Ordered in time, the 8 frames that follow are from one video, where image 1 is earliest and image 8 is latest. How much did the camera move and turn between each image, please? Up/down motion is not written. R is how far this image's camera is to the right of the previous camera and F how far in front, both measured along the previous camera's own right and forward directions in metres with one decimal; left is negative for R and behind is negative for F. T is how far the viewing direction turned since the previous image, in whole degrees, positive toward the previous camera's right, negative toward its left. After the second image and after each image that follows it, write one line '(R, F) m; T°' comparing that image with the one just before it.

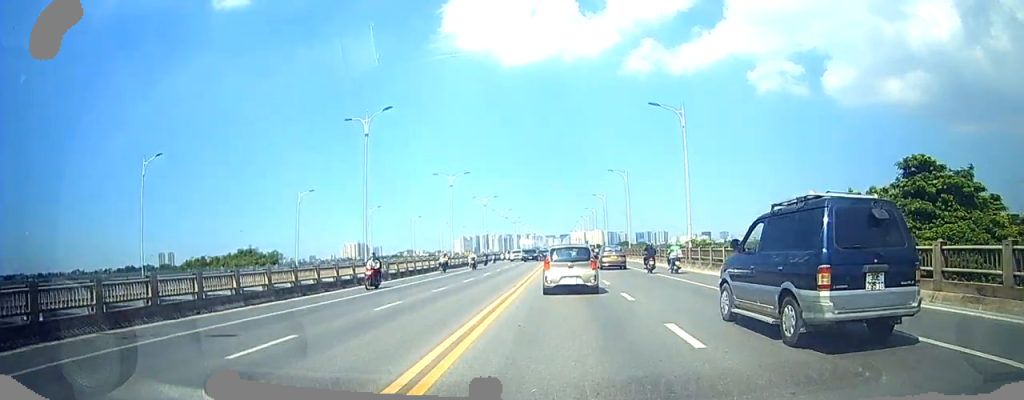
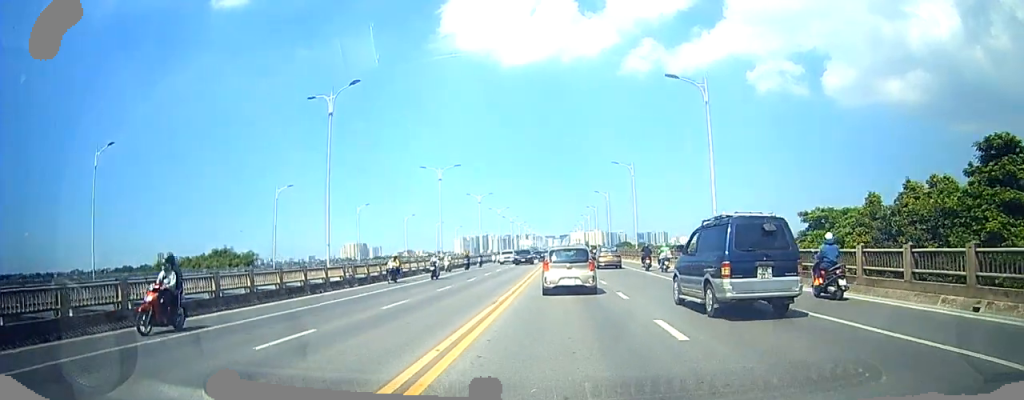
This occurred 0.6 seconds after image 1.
(+0.1, +5.2) m; +1°
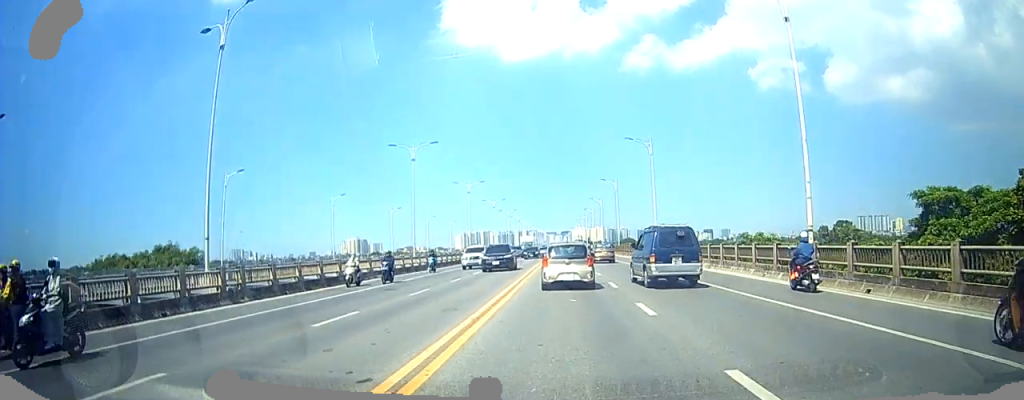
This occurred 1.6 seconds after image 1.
(+0.1, +9.7) m; +1°
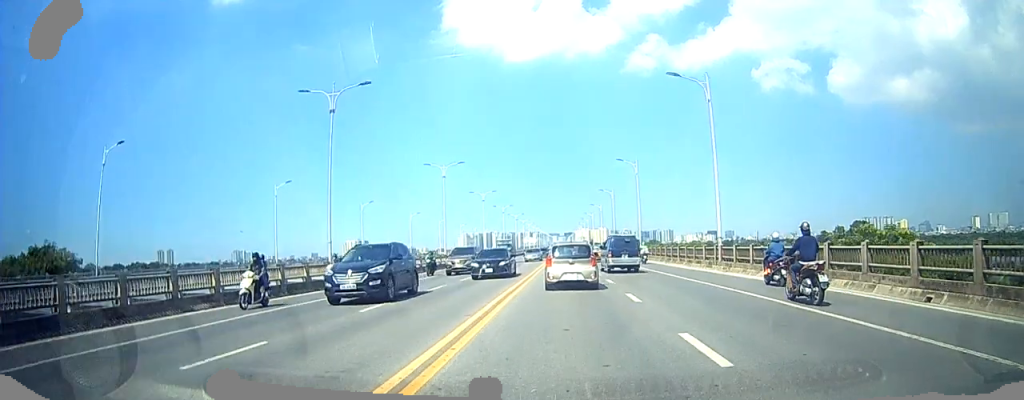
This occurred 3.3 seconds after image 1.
(+0.1, +16.4) m; -1°
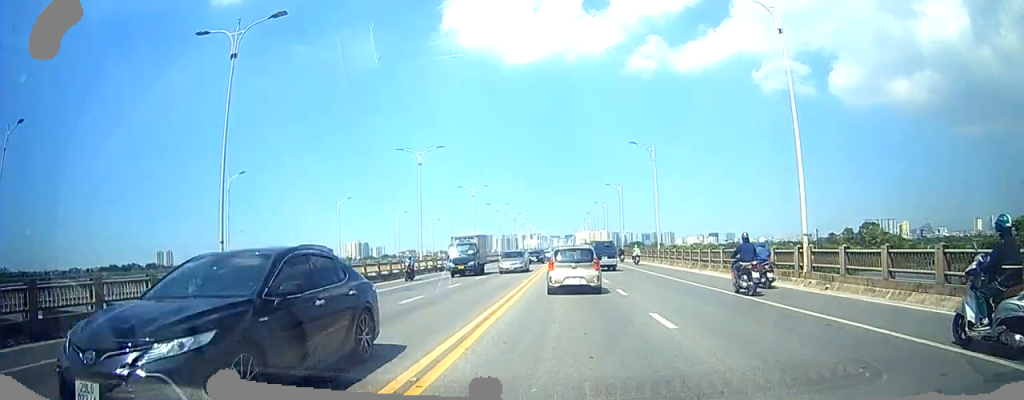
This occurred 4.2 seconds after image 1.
(-0.2, +9.4) m; -2°
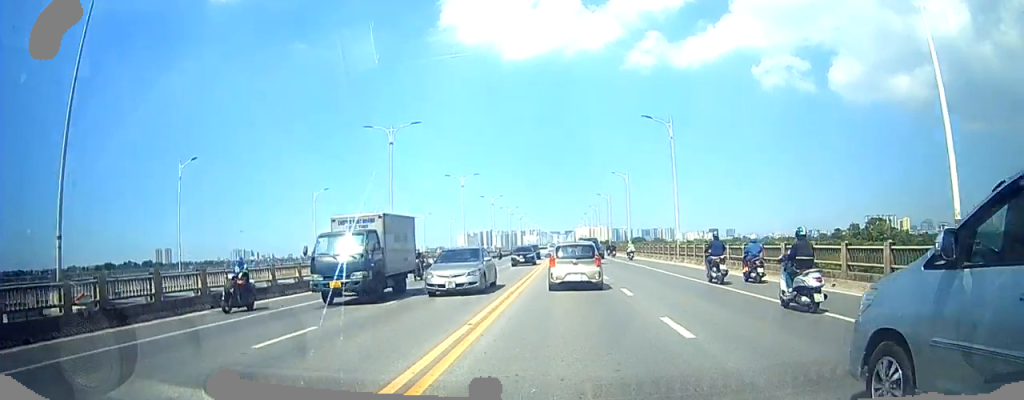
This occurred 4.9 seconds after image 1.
(-0.1, +8.3) m; -1°
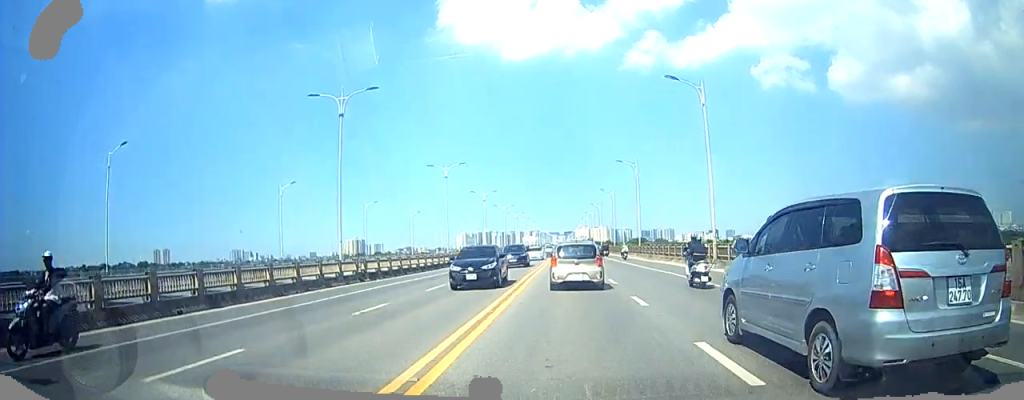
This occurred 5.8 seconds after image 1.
(-0.1, +10.0) m; 0°
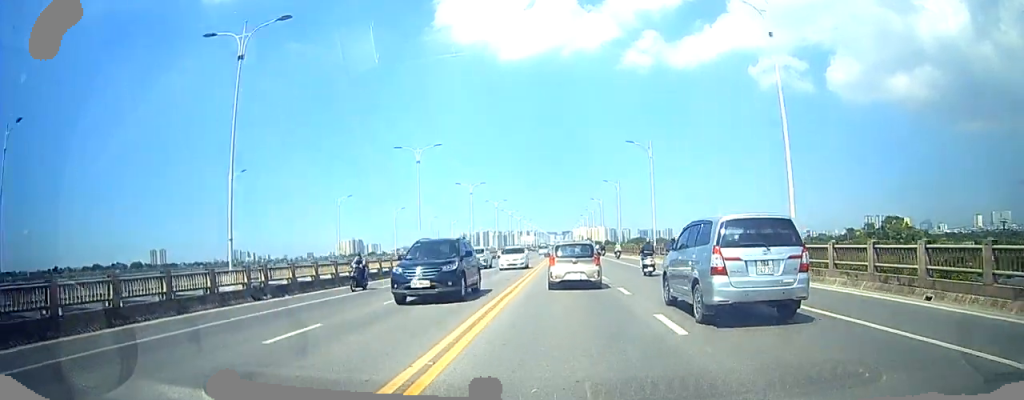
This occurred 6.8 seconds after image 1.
(0.0, +12.1) m; 0°
